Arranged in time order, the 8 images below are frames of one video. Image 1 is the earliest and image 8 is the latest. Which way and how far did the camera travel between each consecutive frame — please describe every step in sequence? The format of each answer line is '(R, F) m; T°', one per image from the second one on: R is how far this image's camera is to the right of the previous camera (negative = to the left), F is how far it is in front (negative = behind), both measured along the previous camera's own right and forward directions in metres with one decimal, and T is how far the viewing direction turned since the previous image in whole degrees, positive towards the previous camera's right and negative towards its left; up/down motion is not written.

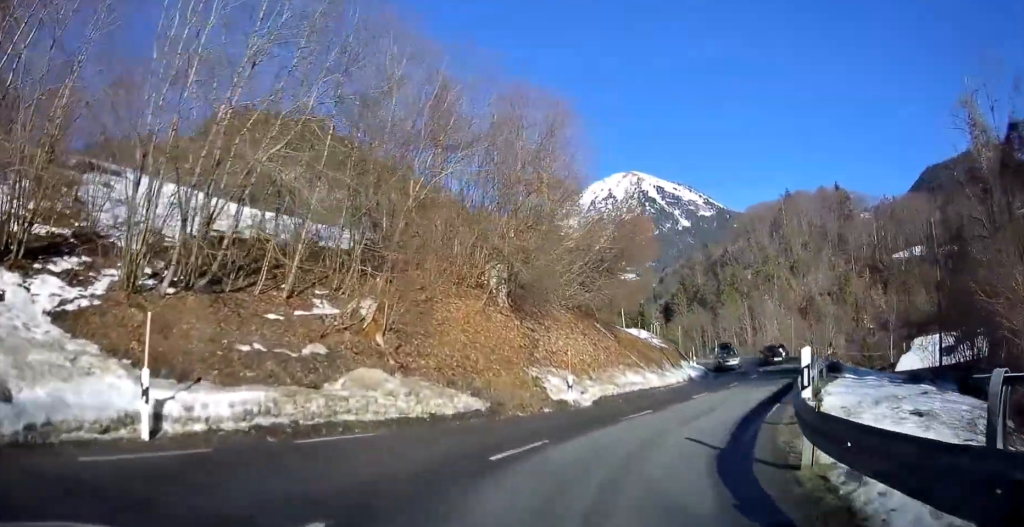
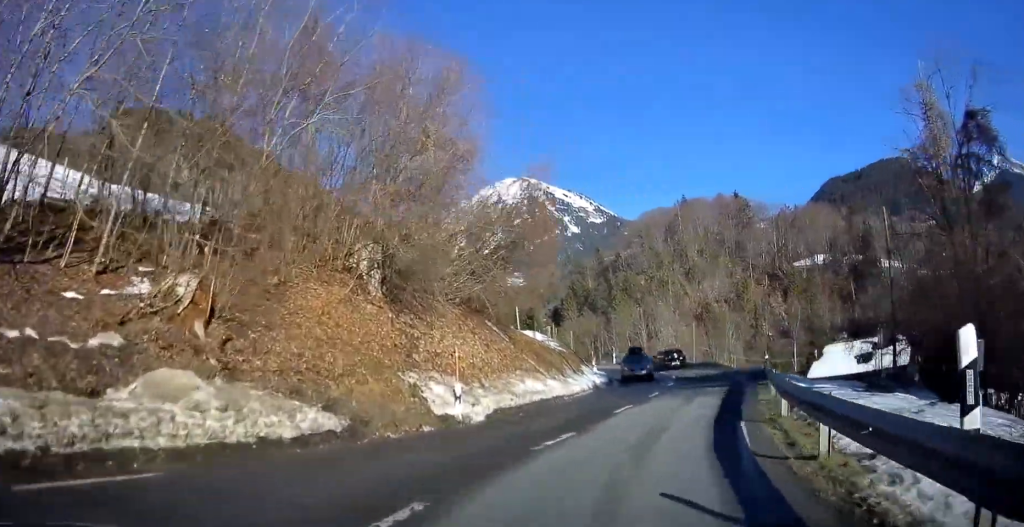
(+0.6, +4.0) m; +10°
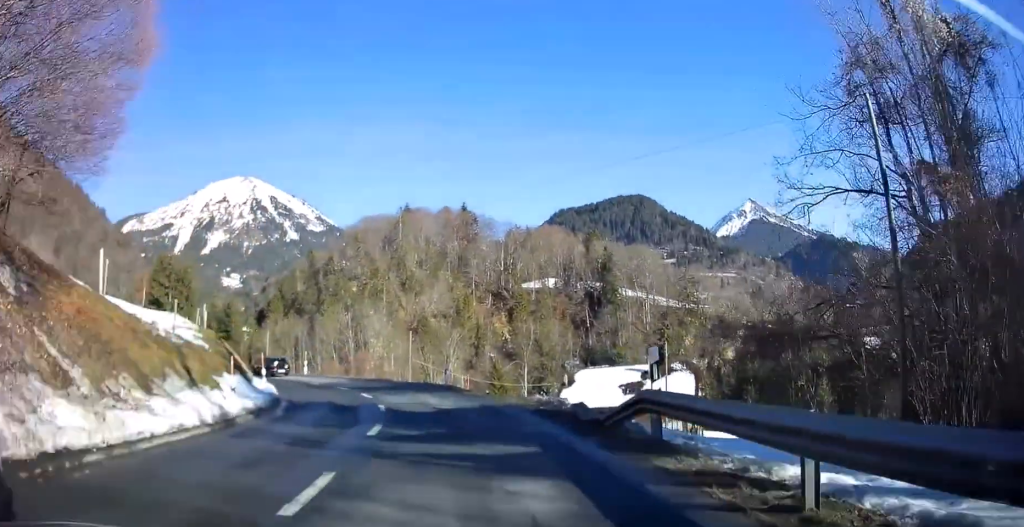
(+3.7, +13.8) m; +24°
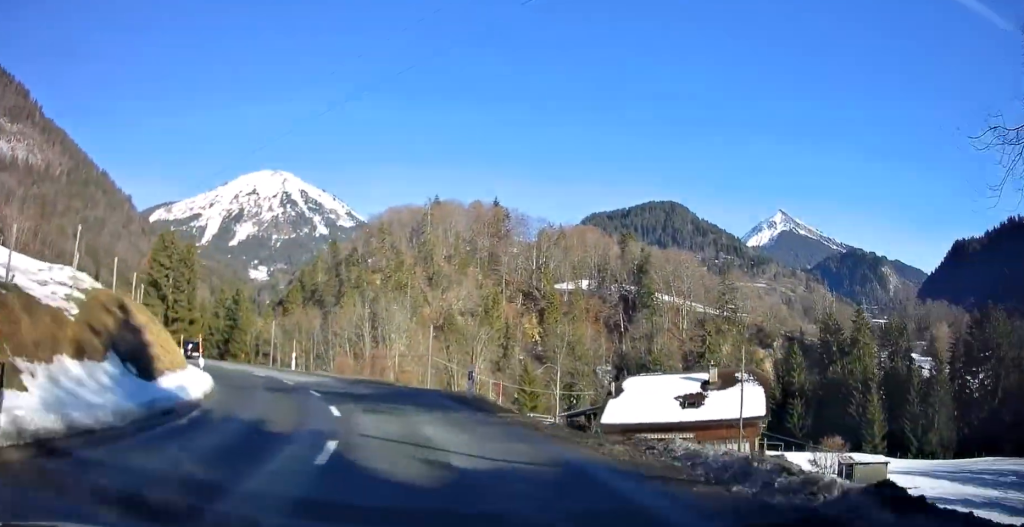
(+0.4, +9.8) m; +1°
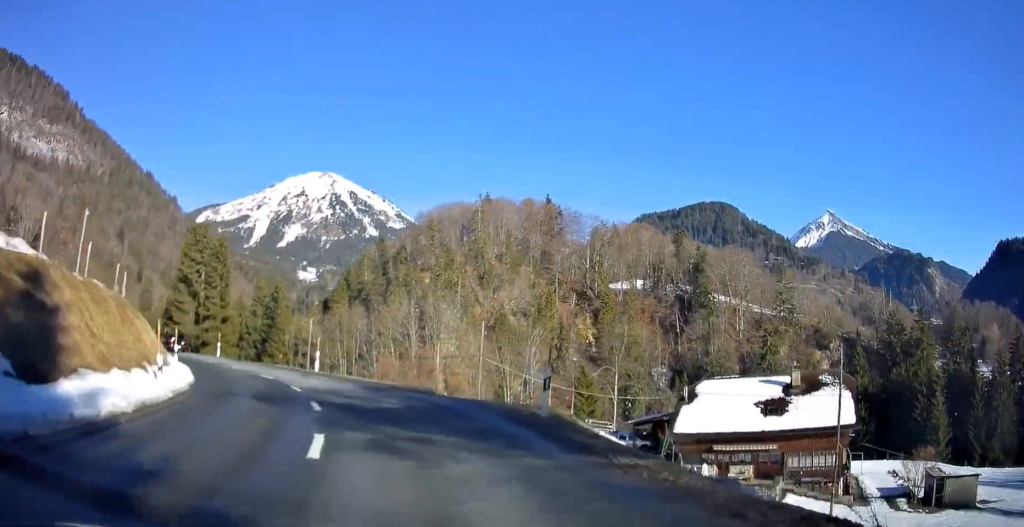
(+0.1, +6.3) m; -4°
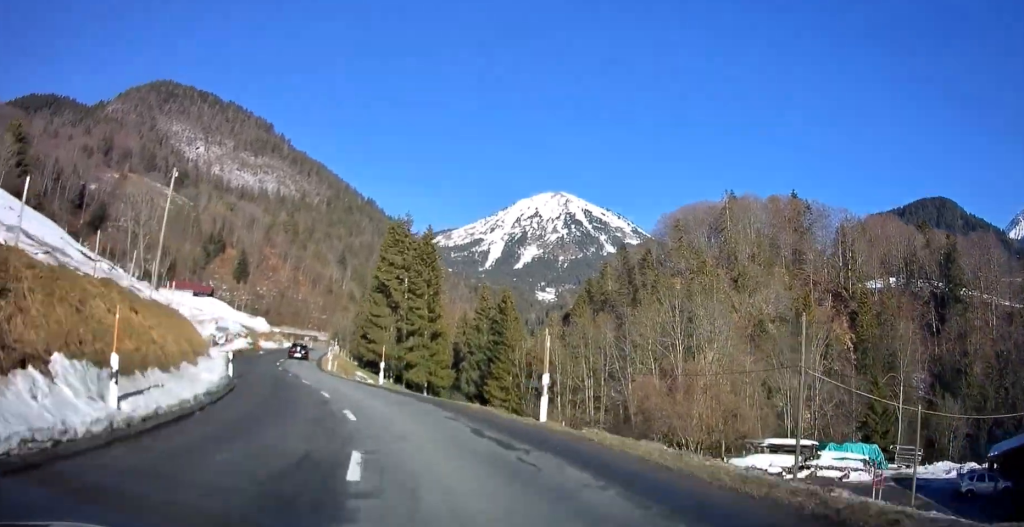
(-3.3, +18.8) m; -21°
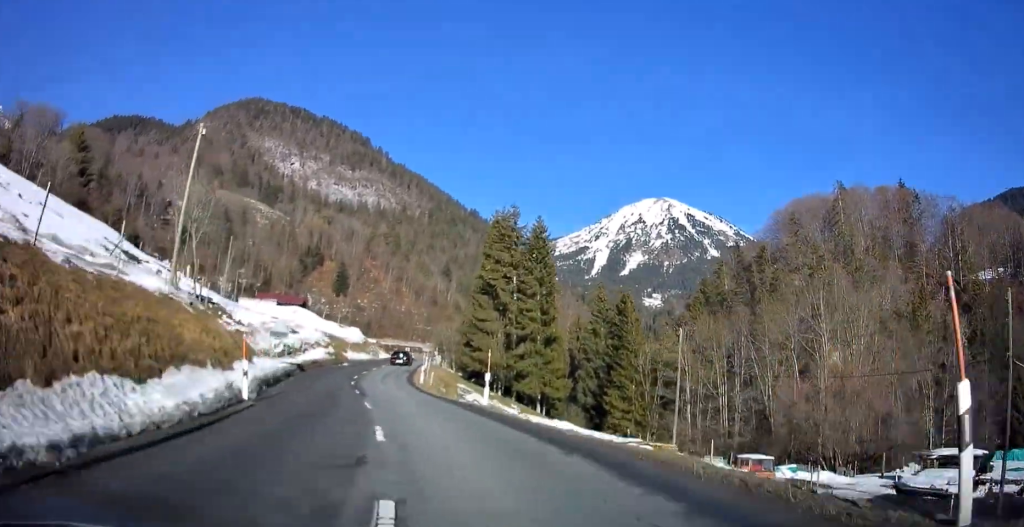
(-0.8, +8.6) m; -8°
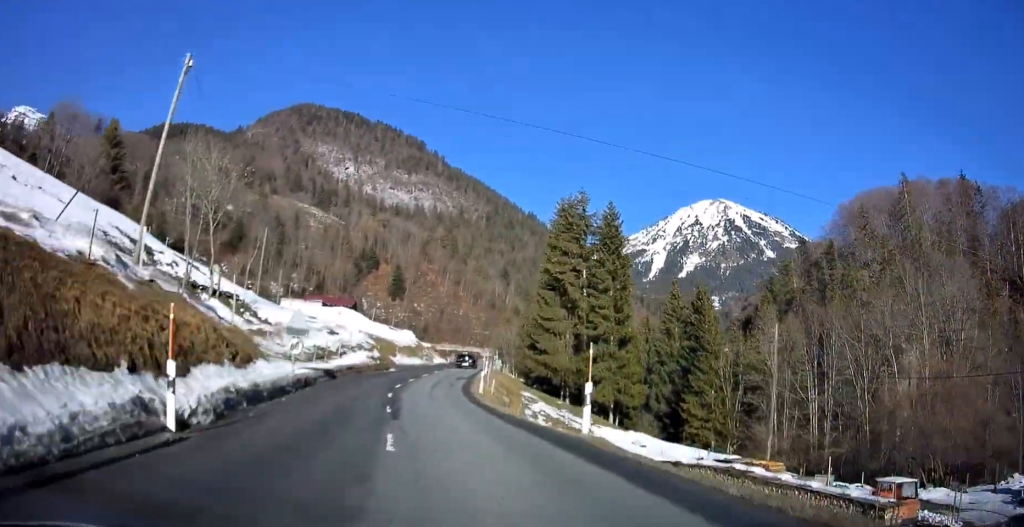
(-0.4, +7.4) m; -6°
